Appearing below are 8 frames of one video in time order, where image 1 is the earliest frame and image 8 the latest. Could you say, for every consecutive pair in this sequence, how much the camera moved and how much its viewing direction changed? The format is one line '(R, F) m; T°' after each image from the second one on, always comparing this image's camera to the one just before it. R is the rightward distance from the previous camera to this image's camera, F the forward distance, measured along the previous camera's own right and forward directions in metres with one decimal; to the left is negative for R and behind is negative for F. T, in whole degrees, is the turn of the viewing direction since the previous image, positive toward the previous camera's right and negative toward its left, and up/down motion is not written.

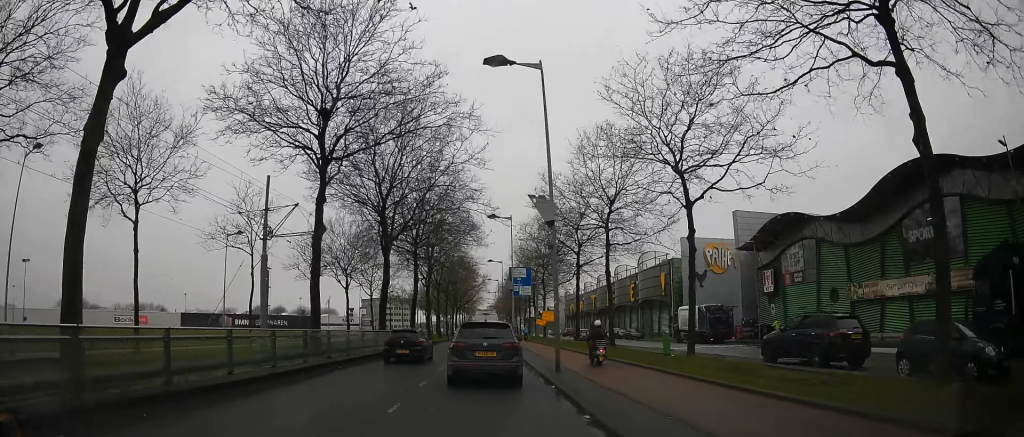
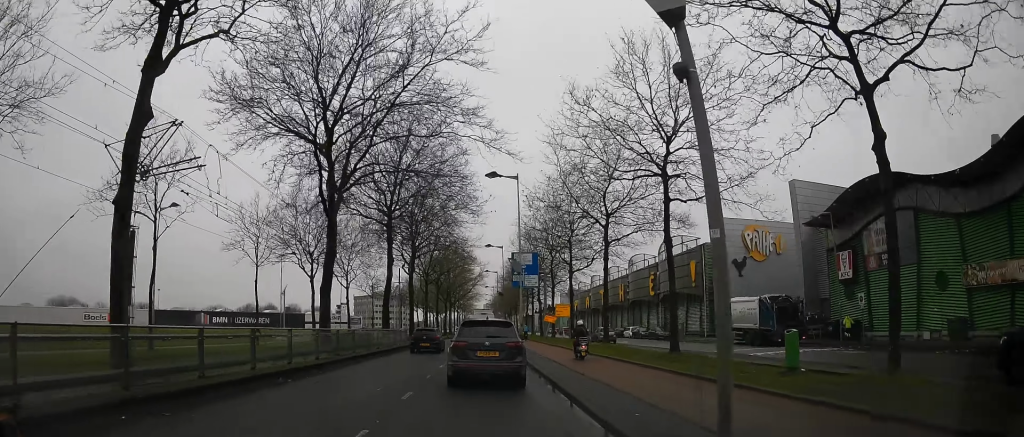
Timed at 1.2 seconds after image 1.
(-0.1, +10.9) m; -2°
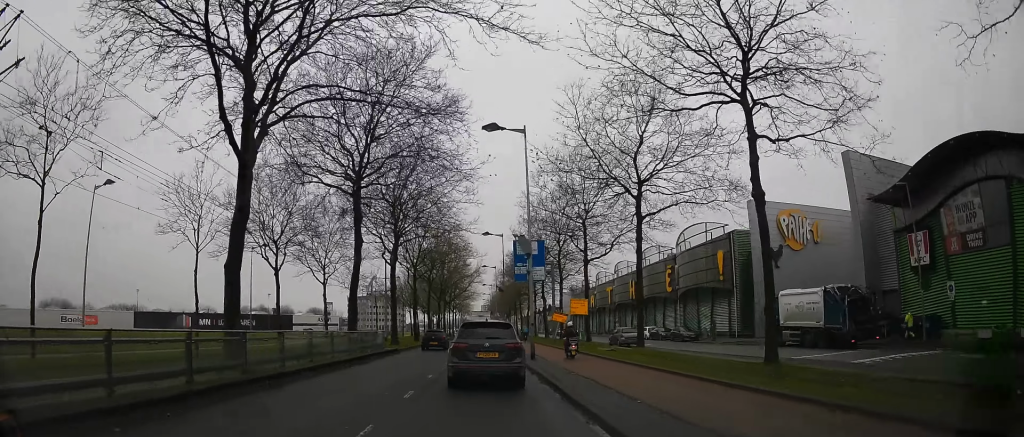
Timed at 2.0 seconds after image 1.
(-0.1, +7.7) m; -1°
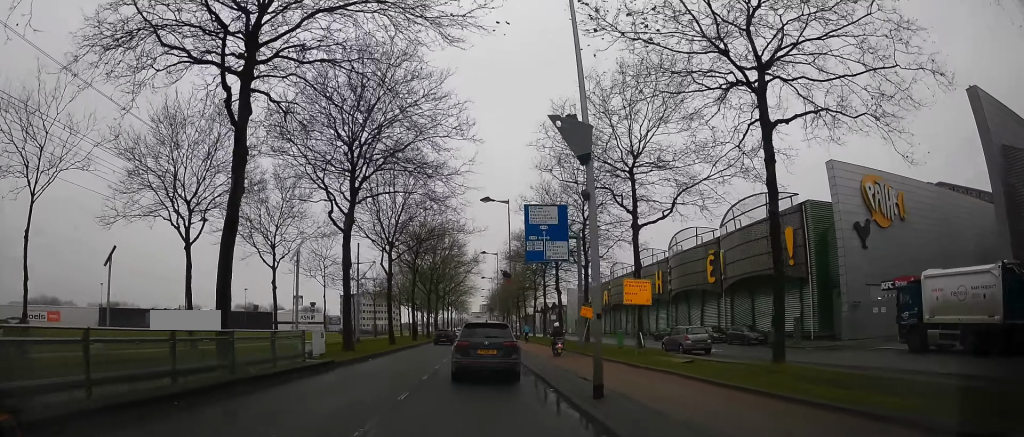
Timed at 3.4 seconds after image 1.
(-0.1, +12.5) m; -1°
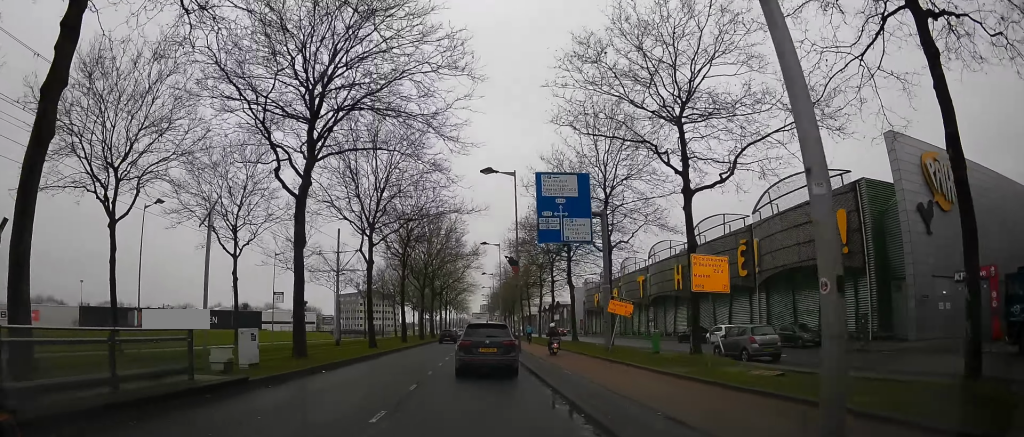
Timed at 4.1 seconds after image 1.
(-0.1, +6.6) m; 0°
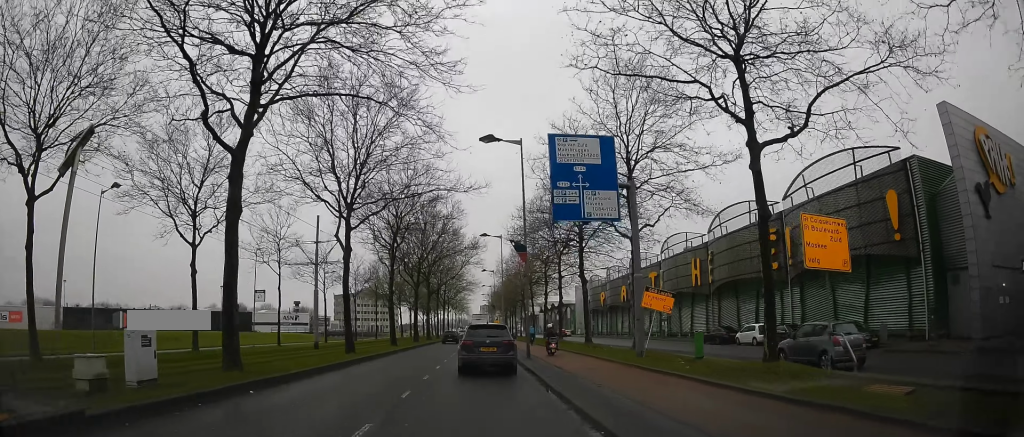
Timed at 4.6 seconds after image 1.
(0.0, +5.1) m; 0°
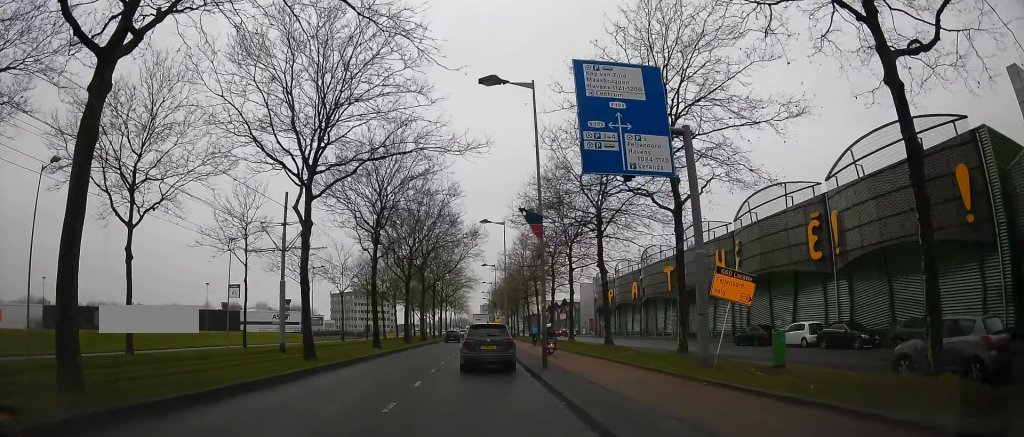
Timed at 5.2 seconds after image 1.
(0.0, +5.8) m; 0°
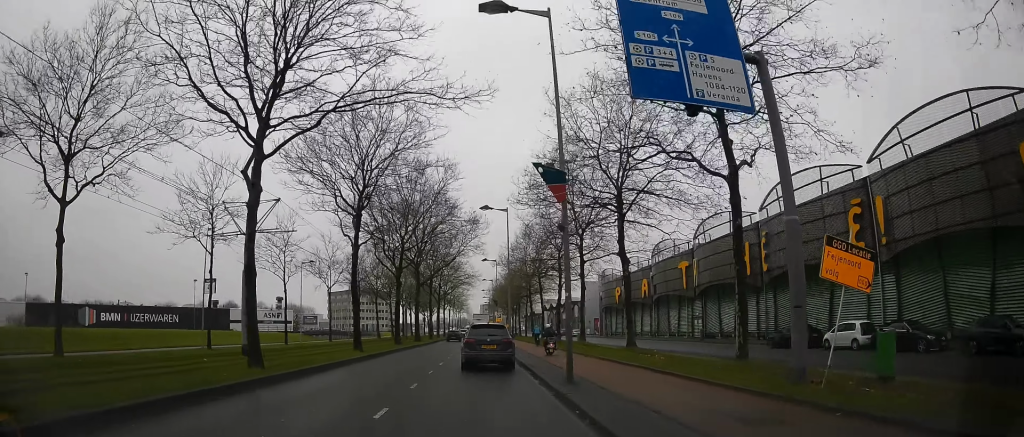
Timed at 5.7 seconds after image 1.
(0.0, +4.6) m; 0°
